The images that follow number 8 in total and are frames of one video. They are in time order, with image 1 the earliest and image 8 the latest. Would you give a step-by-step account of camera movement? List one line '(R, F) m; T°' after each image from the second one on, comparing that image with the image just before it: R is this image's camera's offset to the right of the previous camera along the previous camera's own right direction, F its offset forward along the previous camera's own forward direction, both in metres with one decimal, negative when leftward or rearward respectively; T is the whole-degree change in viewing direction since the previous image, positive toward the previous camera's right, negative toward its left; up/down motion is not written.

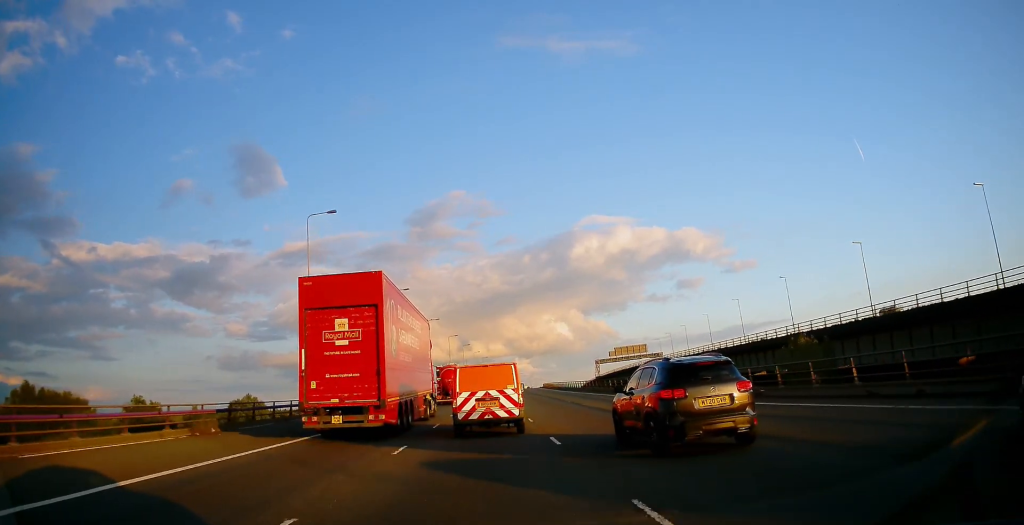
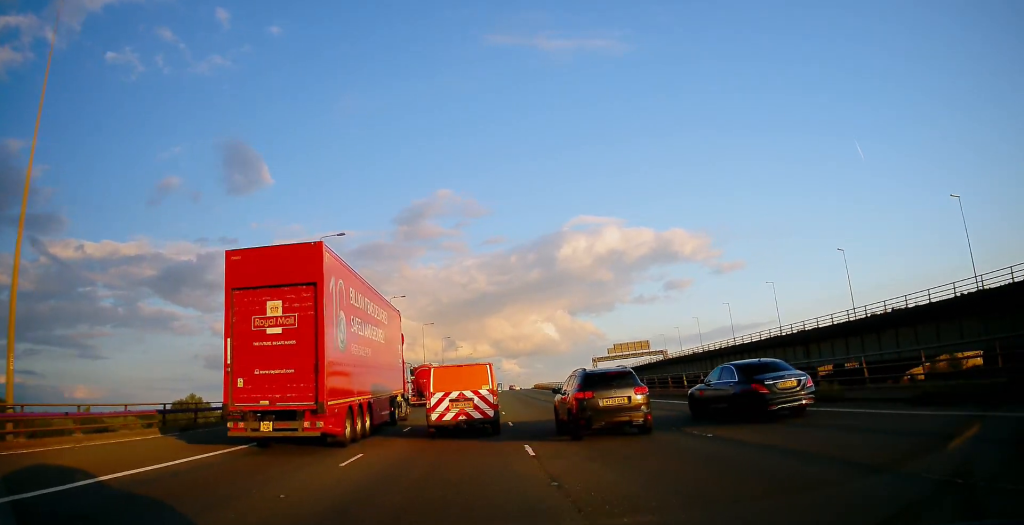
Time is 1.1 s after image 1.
(+0.2, +28.3) m; +1°
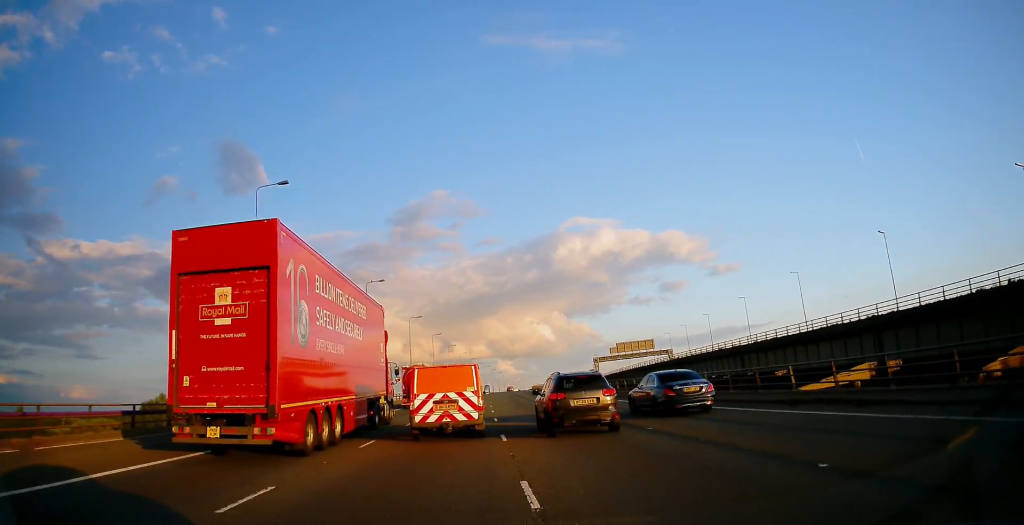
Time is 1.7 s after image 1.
(+0.1, +14.1) m; 0°
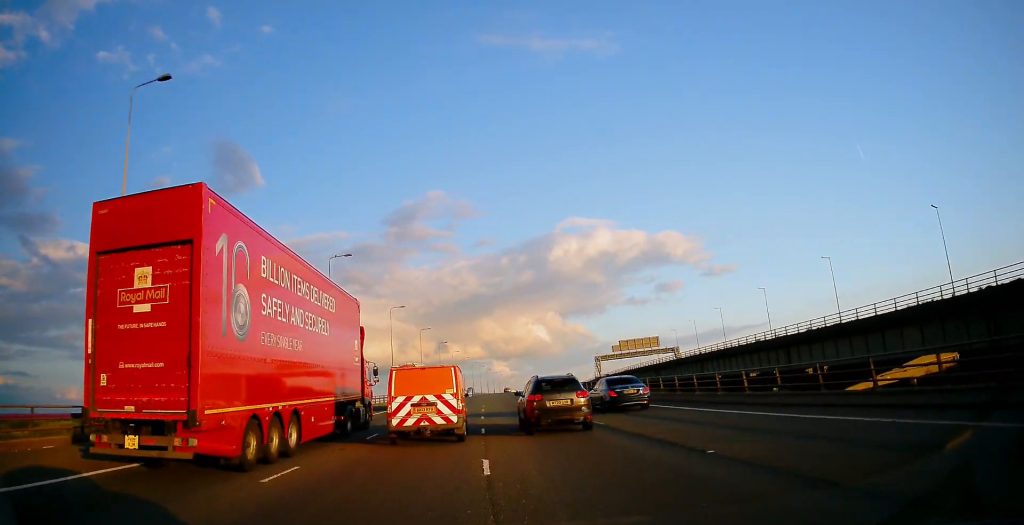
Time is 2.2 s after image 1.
(0.0, +14.3) m; +1°
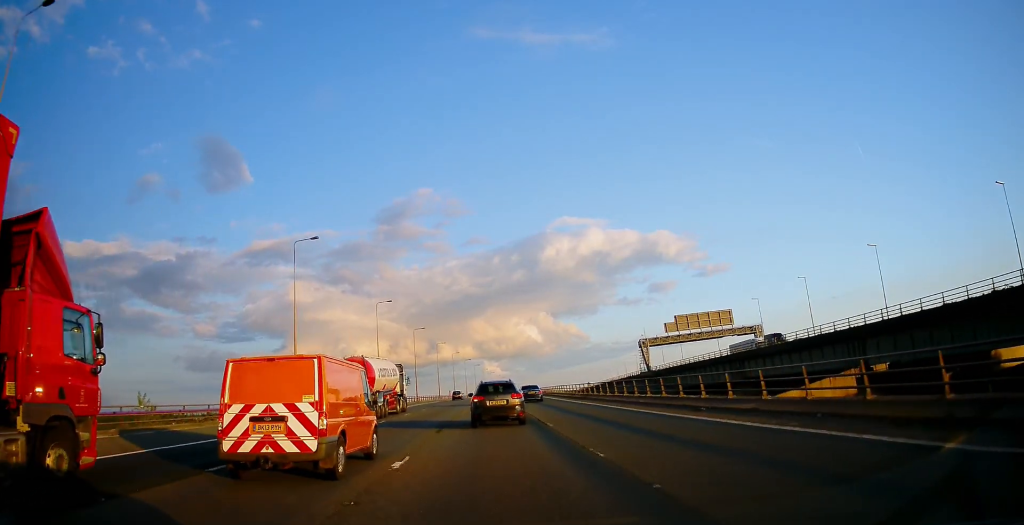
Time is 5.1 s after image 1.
(+0.8, +79.1) m; +1°
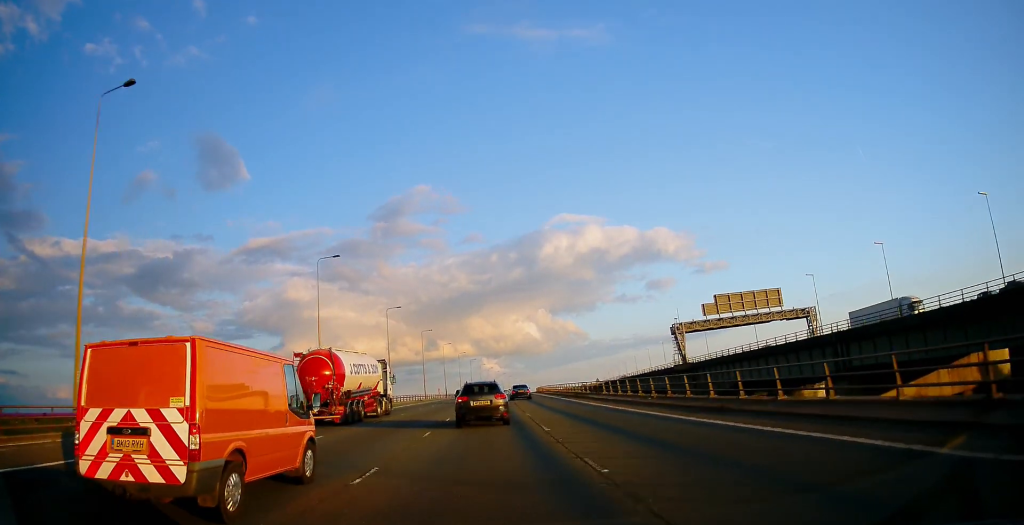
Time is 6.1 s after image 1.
(+0.1, +28.5) m; 0°
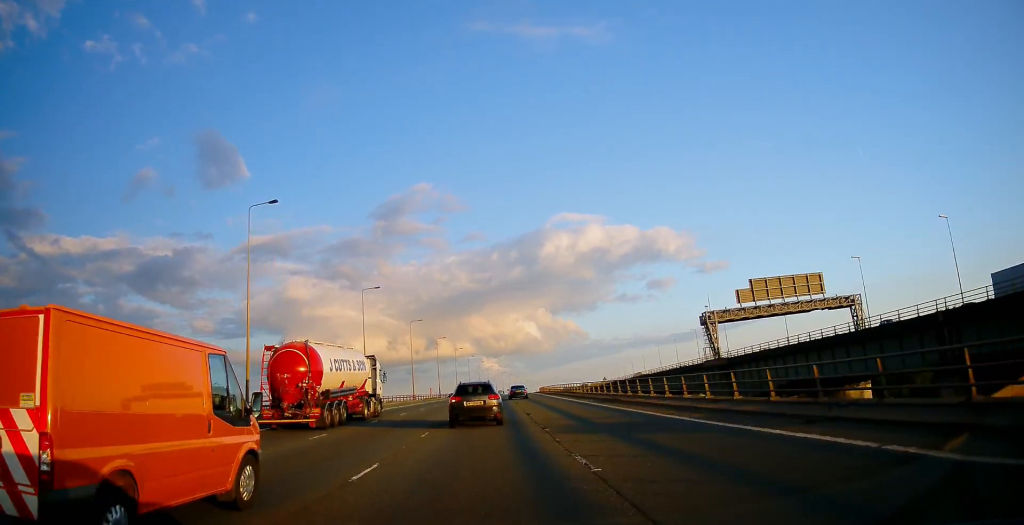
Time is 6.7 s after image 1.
(0.0, +16.9) m; 0°
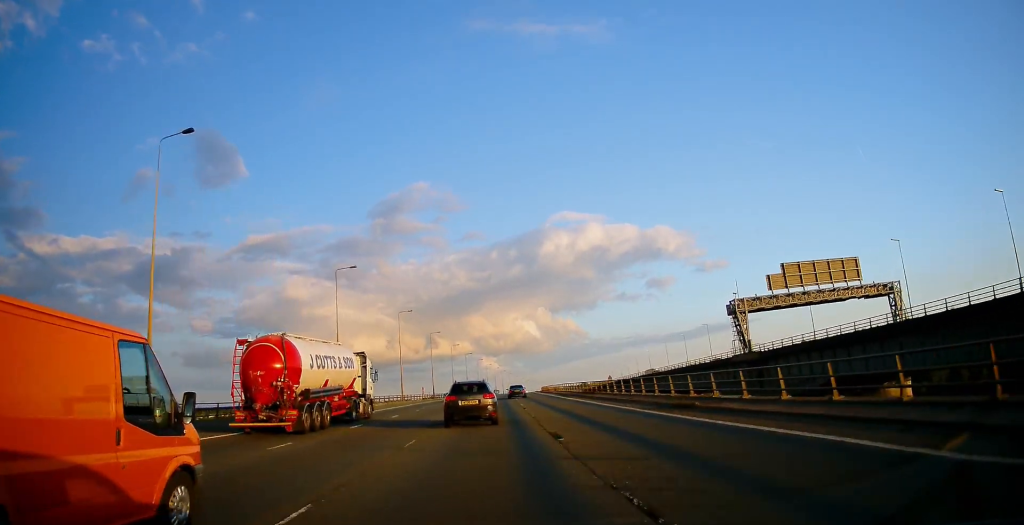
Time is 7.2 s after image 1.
(+0.1, +13.2) m; 0°
